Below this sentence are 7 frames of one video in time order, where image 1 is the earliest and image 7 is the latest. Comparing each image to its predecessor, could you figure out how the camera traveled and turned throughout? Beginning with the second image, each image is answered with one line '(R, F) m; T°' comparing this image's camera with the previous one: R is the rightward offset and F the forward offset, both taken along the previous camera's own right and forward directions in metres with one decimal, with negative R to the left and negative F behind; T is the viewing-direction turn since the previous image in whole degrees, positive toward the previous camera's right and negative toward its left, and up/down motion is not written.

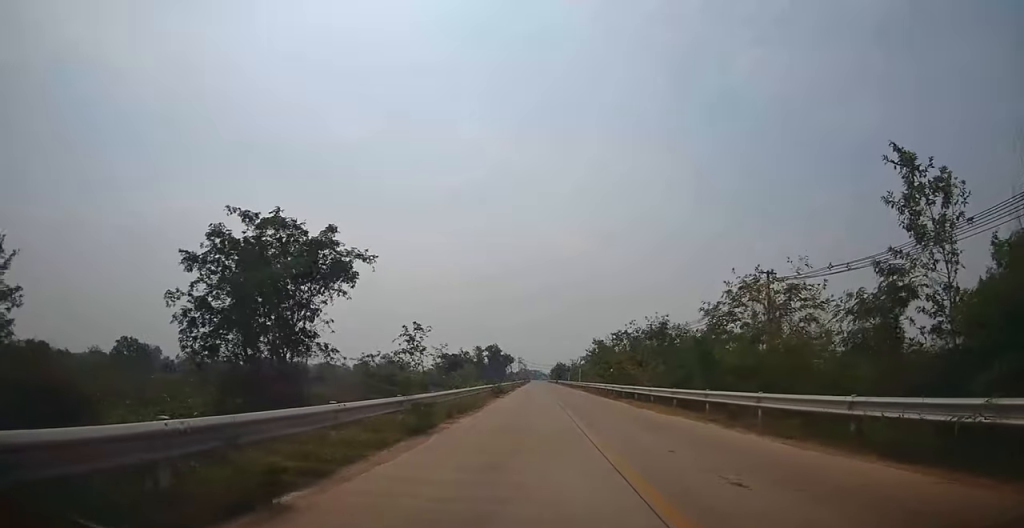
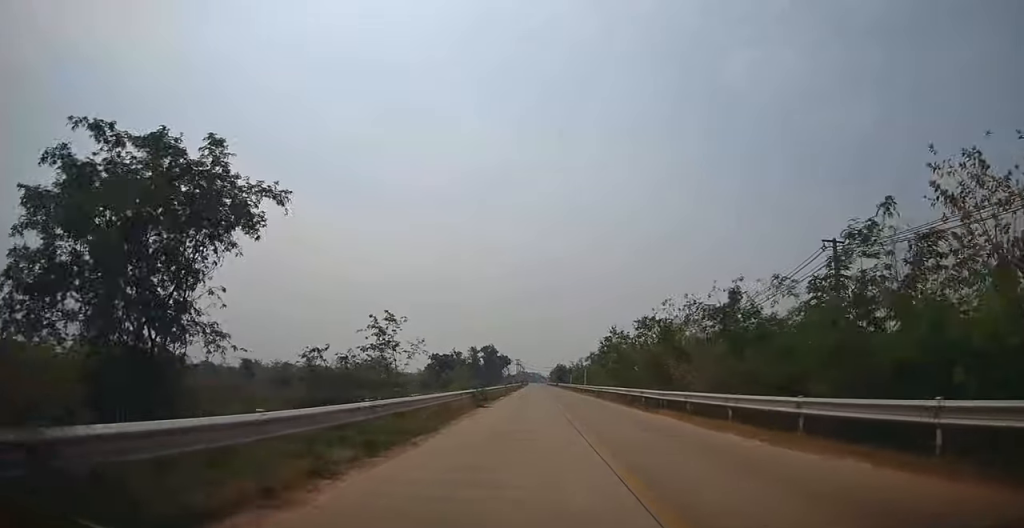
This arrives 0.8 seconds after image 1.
(+0.1, +10.4) m; 0°
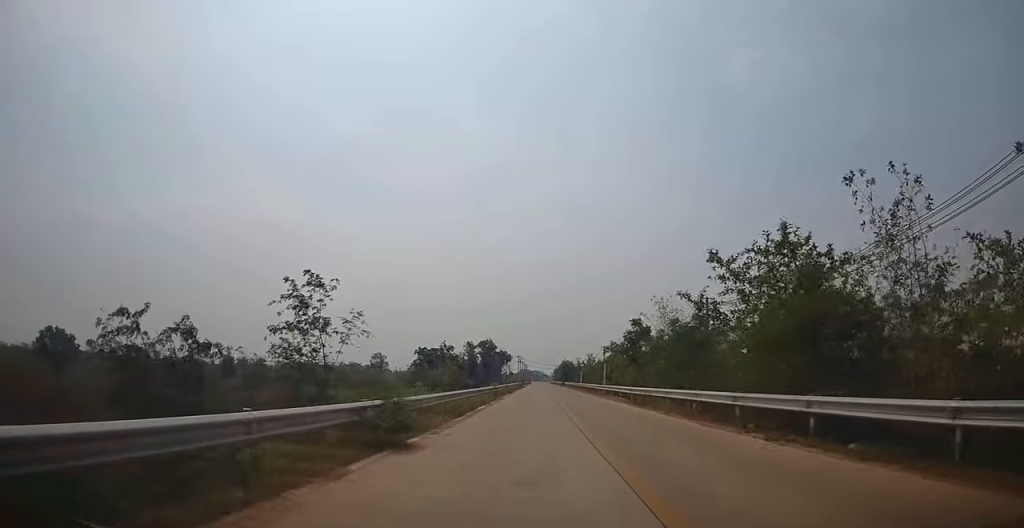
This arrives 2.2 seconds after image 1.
(+0.1, +16.9) m; +1°
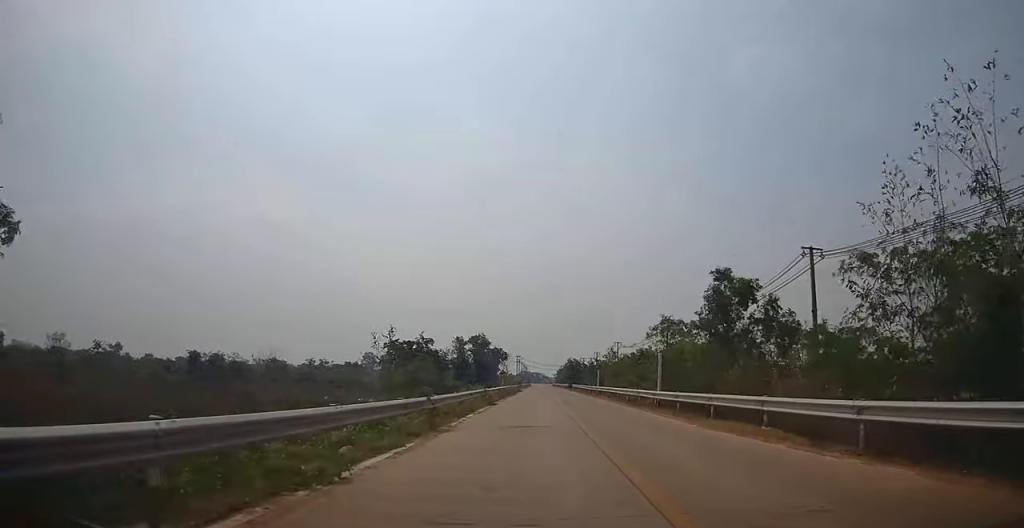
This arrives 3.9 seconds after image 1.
(+0.2, +22.2) m; 0°
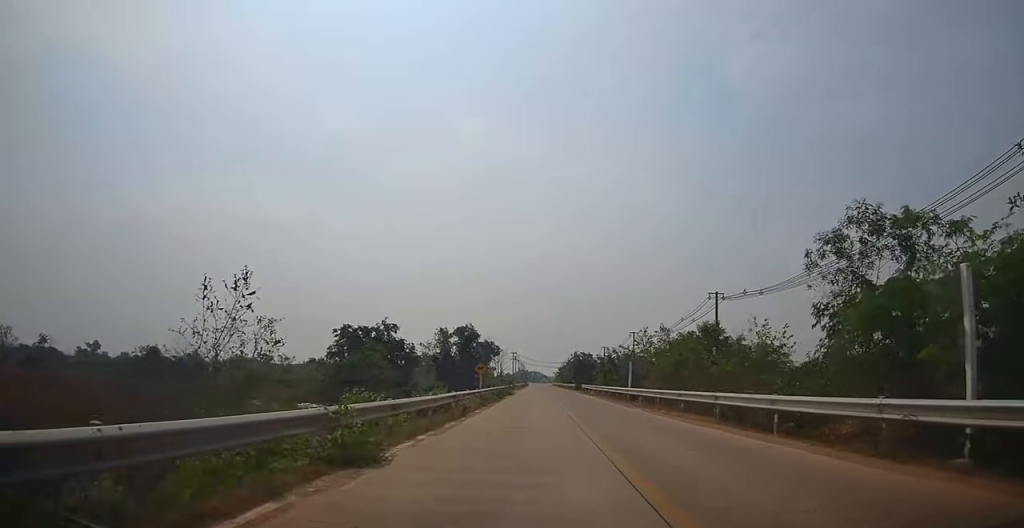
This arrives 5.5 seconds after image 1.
(-0.1, +21.0) m; 0°
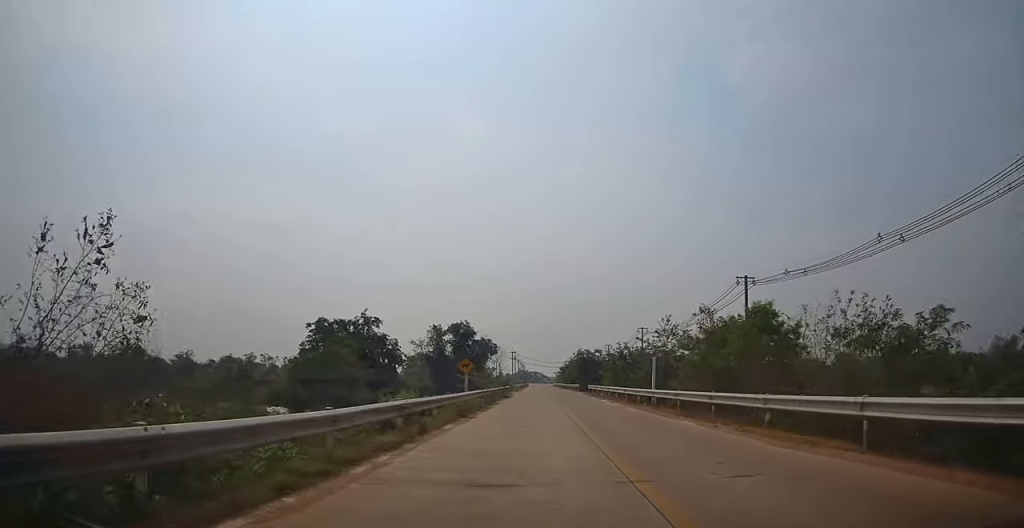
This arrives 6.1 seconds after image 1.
(-0.1, +7.6) m; 0°
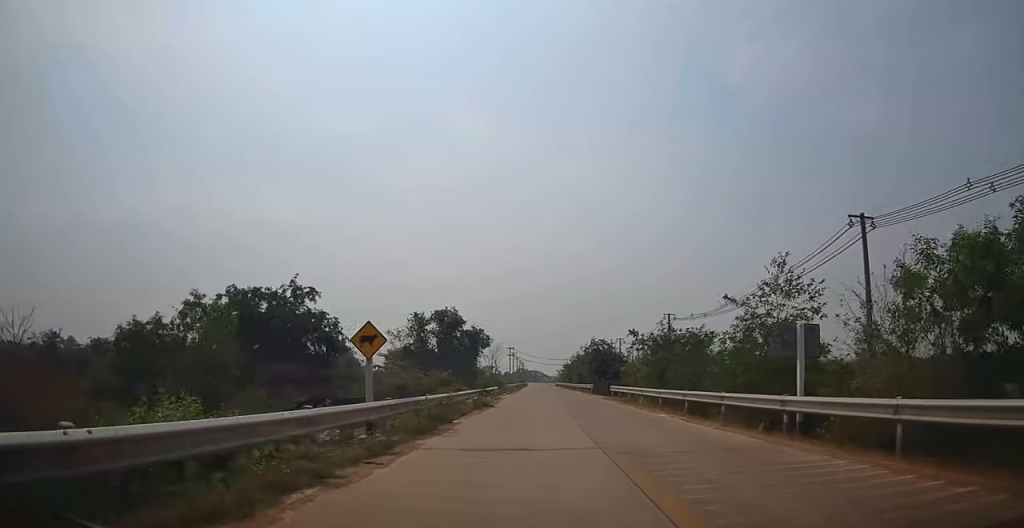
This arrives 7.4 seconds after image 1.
(0.0, +17.1) m; 0°
